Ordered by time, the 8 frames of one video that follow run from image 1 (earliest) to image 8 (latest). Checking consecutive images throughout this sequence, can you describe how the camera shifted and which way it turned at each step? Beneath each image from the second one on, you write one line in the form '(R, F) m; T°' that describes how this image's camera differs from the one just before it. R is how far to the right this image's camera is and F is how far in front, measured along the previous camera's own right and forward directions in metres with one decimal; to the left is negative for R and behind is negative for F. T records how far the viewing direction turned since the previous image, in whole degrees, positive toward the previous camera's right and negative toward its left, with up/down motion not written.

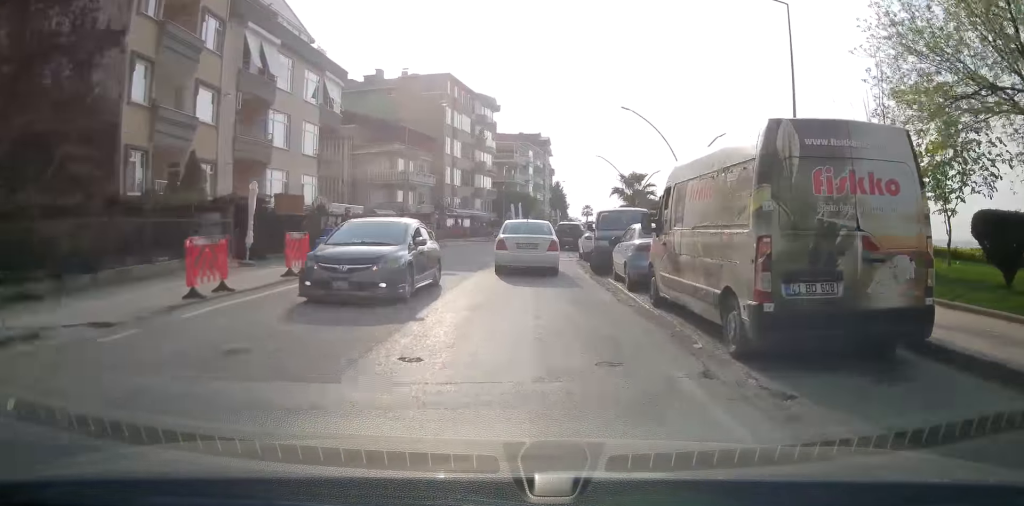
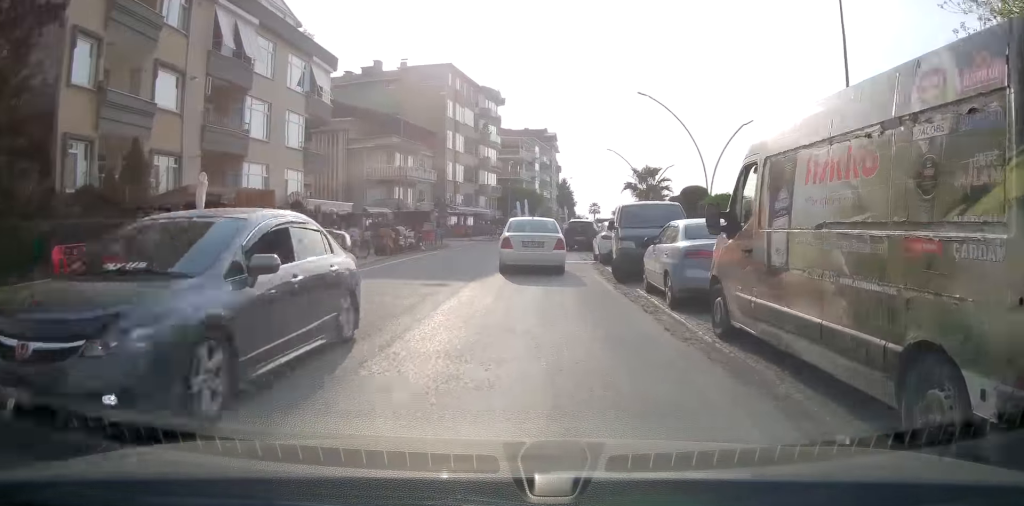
(-0.1, +4.2) m; +3°
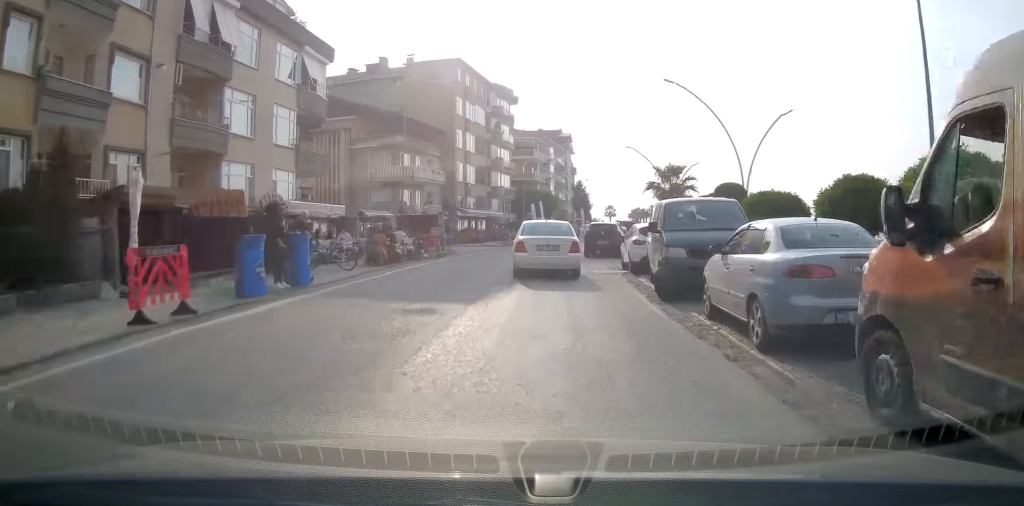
(+0.6, +3.8) m; 0°
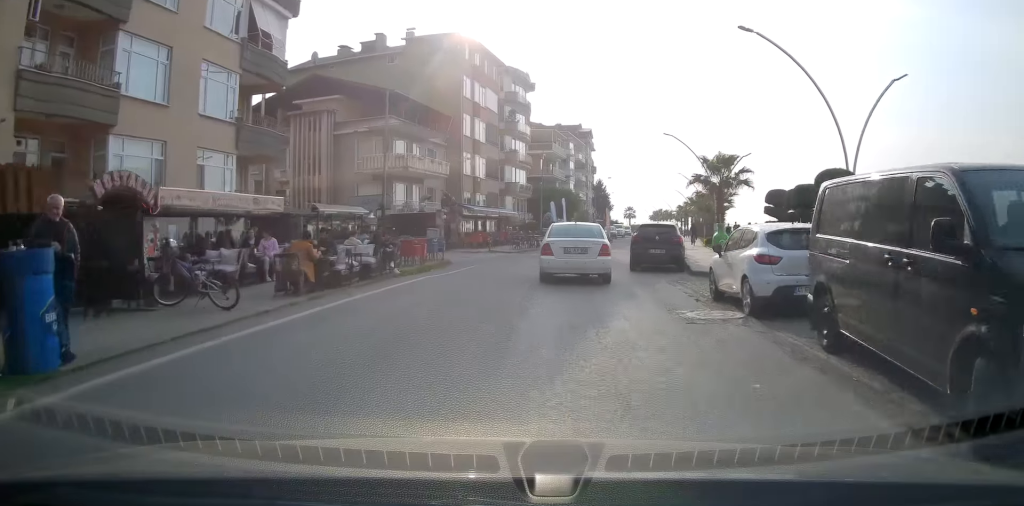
(-0.2, +9.1) m; -6°
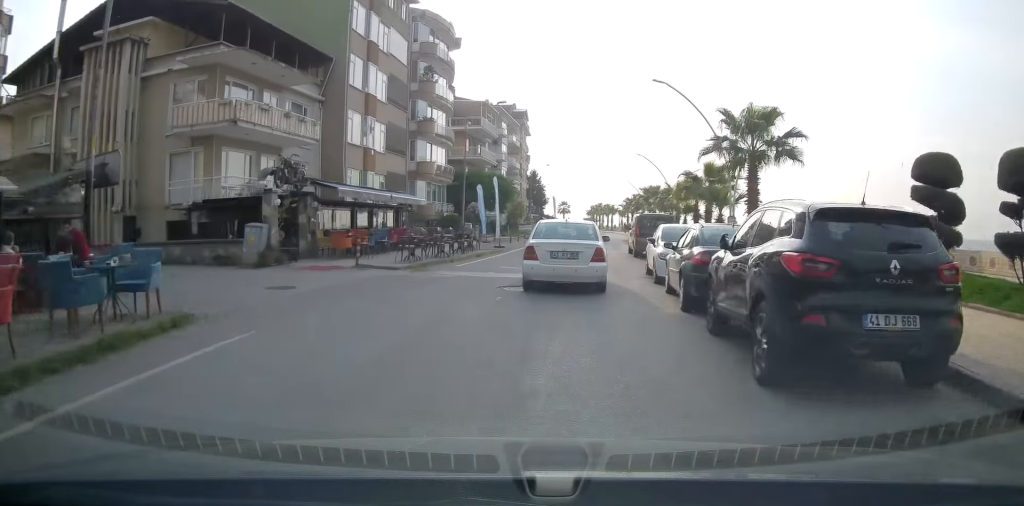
(-1.0, +15.8) m; -1°
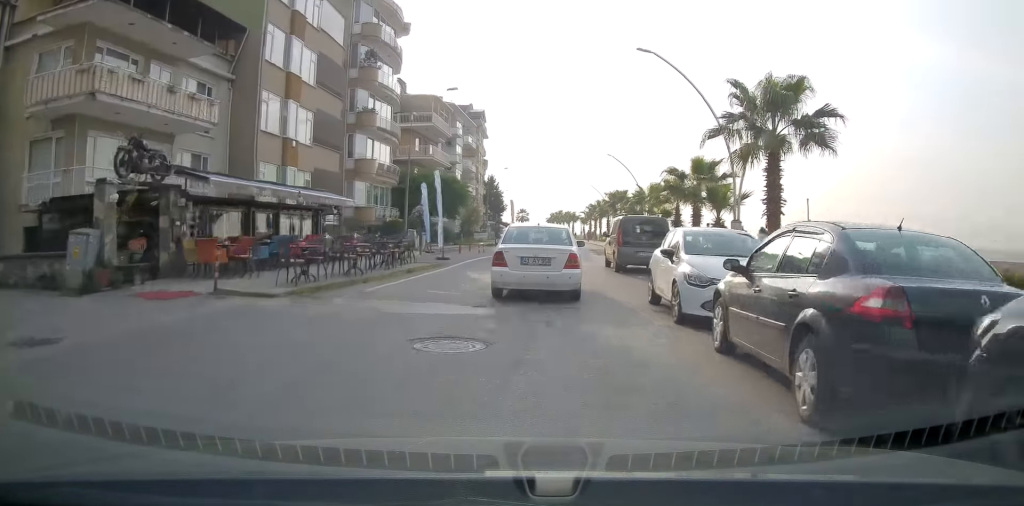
(+0.1, +6.0) m; +2°
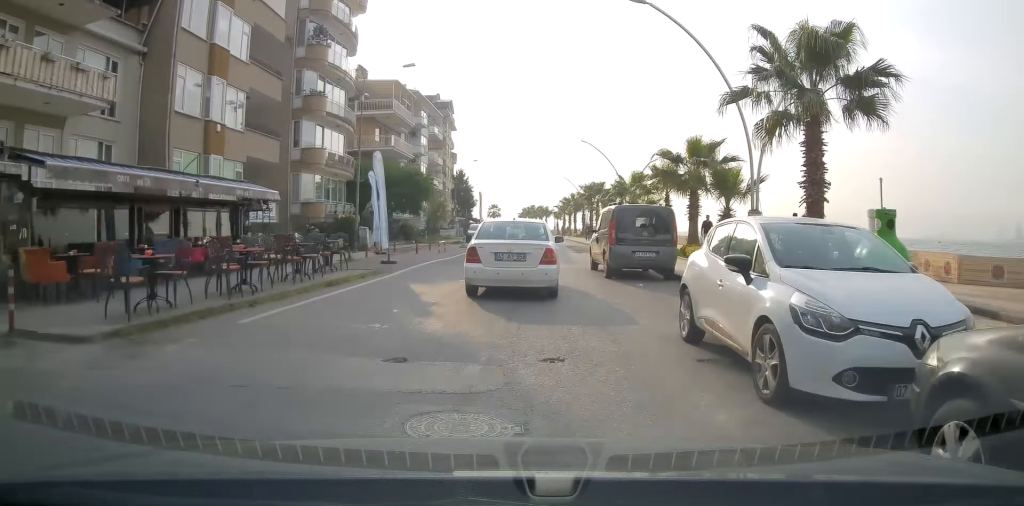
(0.0, +4.7) m; +2°
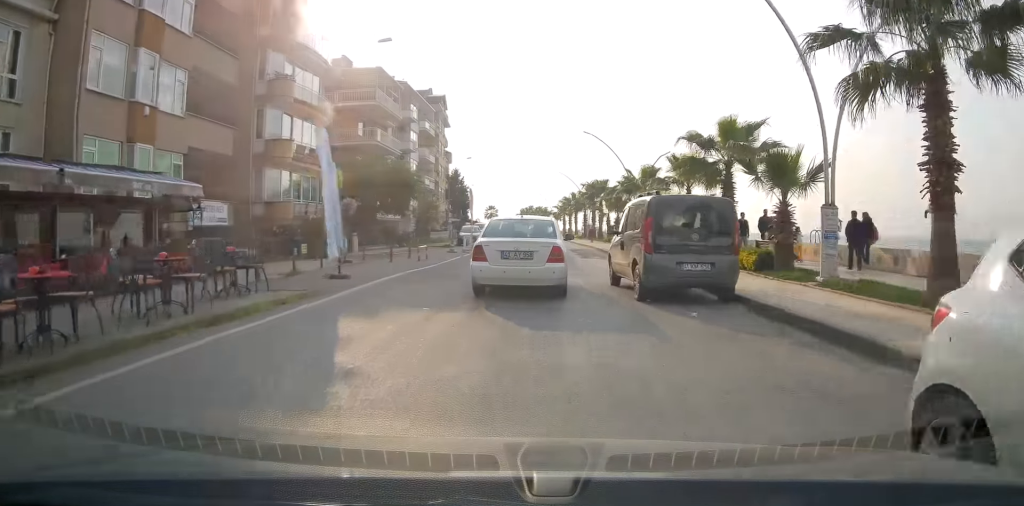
(+0.1, +5.0) m; +2°
